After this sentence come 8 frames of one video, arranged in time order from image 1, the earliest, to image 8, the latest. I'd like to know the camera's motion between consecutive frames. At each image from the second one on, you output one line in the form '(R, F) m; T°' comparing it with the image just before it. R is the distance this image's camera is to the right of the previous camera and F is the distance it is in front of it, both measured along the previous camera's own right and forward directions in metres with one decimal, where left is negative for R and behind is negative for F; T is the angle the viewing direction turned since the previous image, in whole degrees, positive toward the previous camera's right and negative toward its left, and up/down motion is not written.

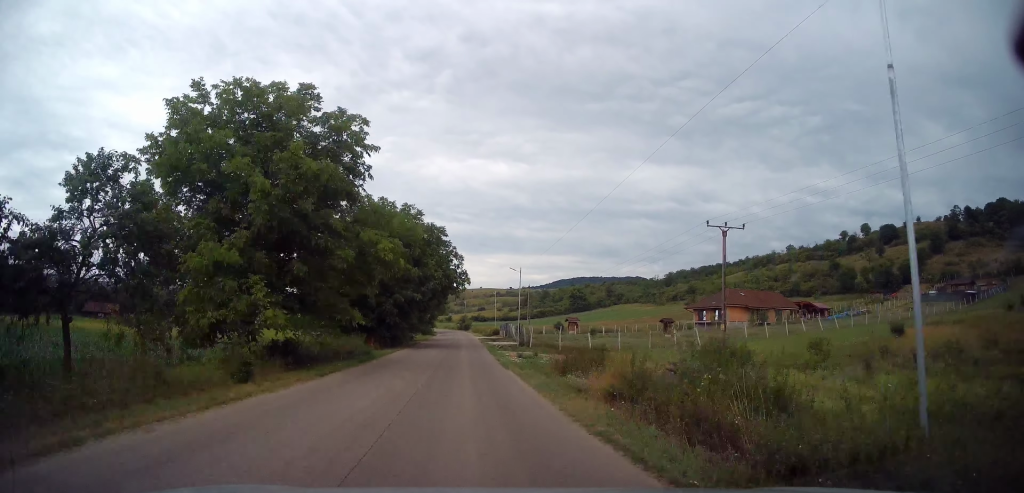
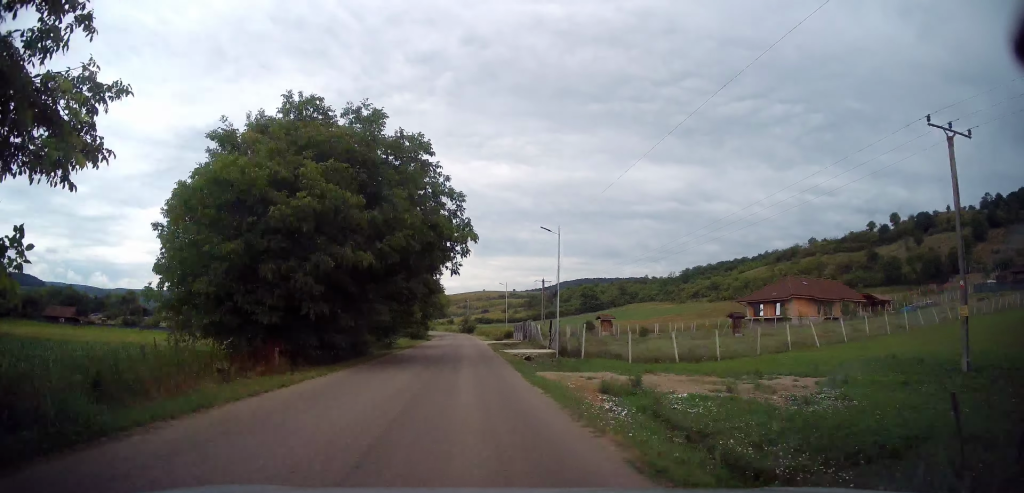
(0.0, +13.3) m; 0°
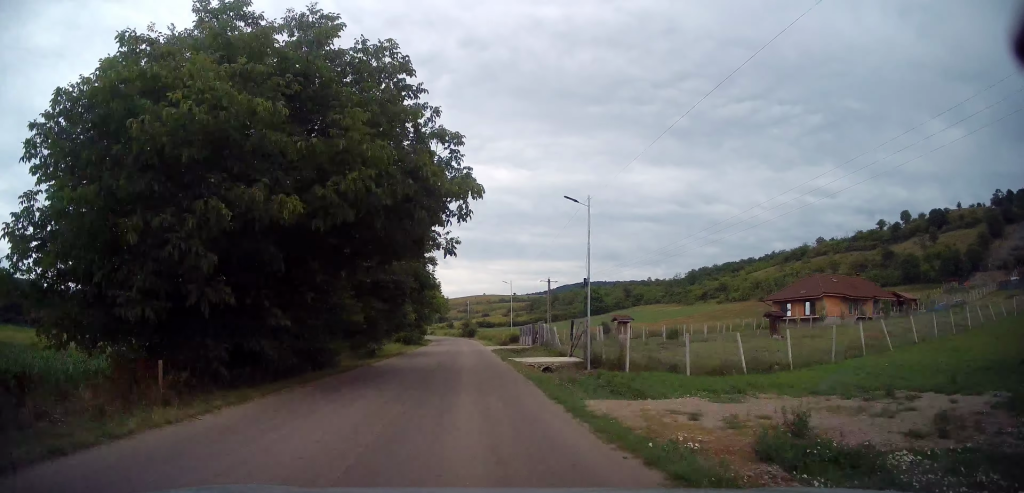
(0.0, +5.8) m; 0°
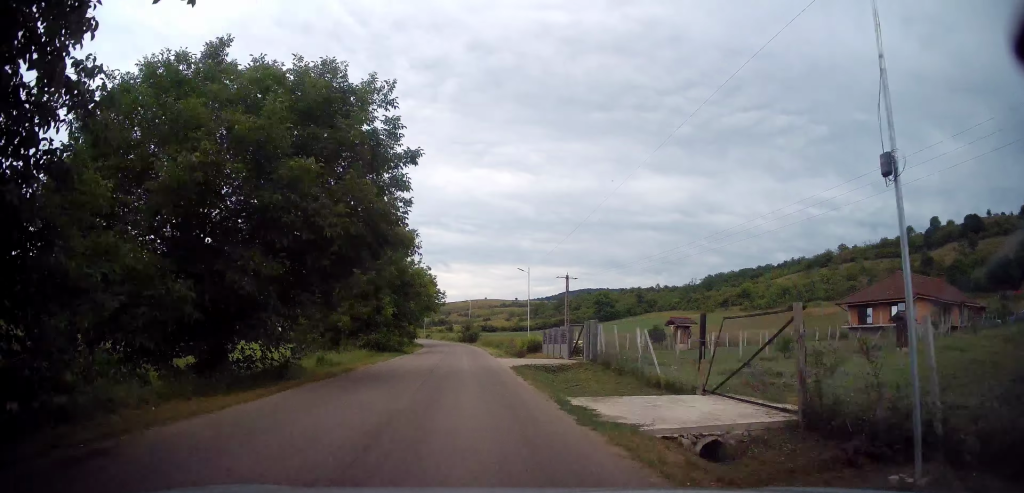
(0.0, +13.0) m; 0°
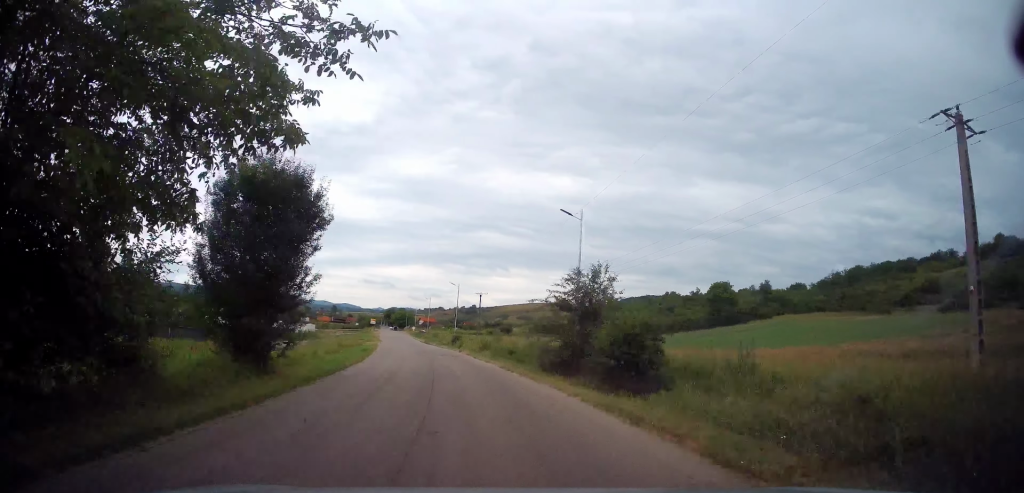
(-2.1, +68.7) m; -6°
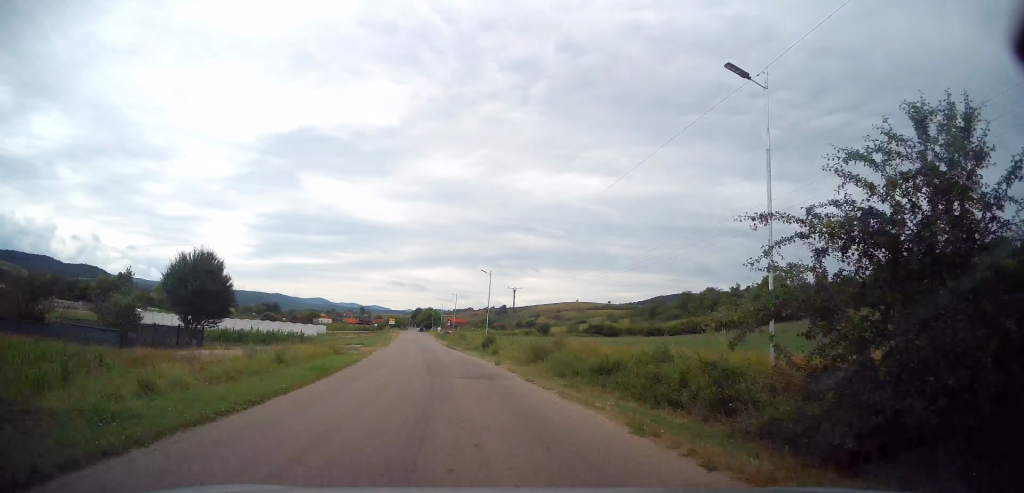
(-0.3, +14.1) m; -3°
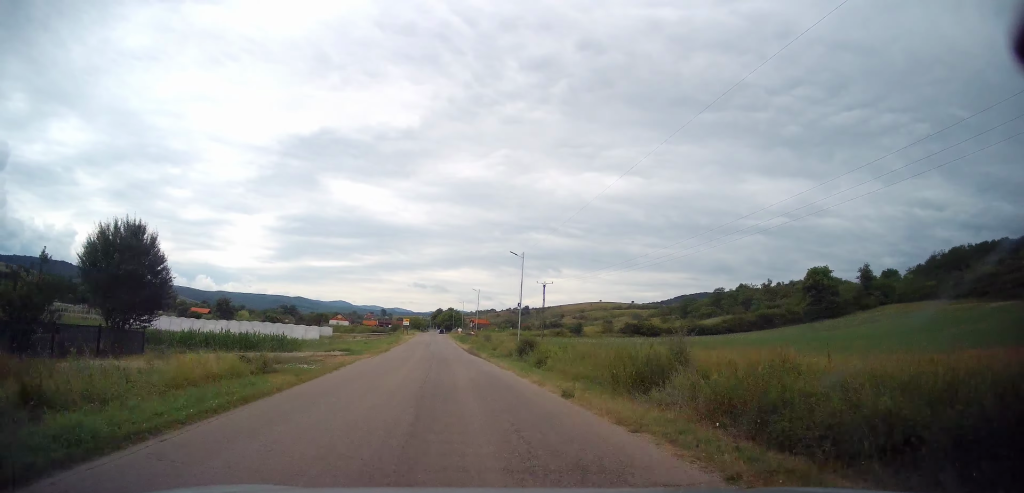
(0.0, +11.2) m; -2°
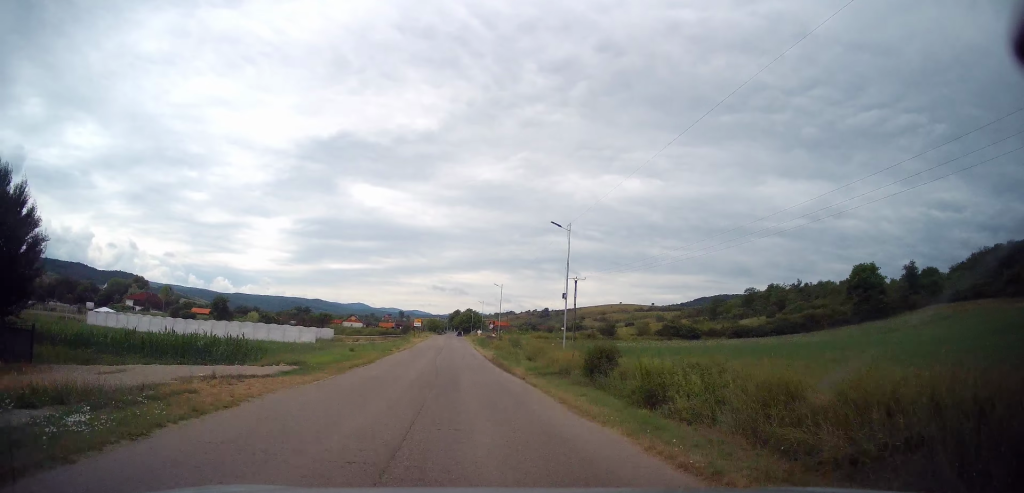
(-0.5, +12.4) m; -1°
